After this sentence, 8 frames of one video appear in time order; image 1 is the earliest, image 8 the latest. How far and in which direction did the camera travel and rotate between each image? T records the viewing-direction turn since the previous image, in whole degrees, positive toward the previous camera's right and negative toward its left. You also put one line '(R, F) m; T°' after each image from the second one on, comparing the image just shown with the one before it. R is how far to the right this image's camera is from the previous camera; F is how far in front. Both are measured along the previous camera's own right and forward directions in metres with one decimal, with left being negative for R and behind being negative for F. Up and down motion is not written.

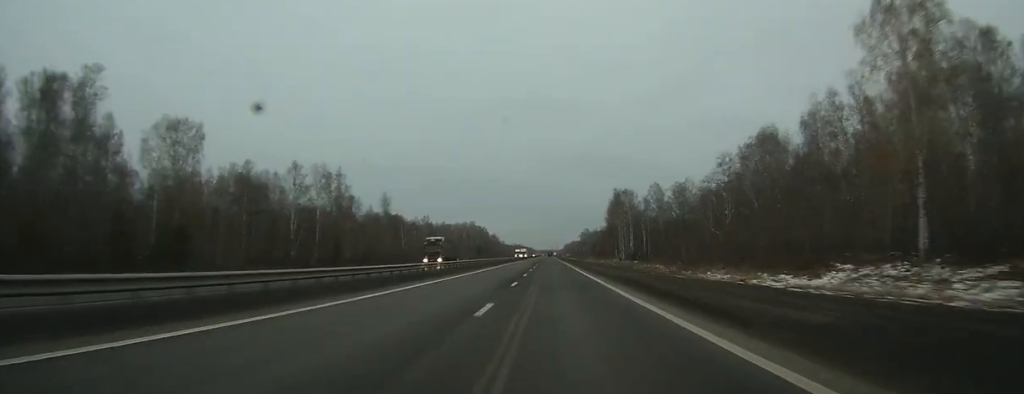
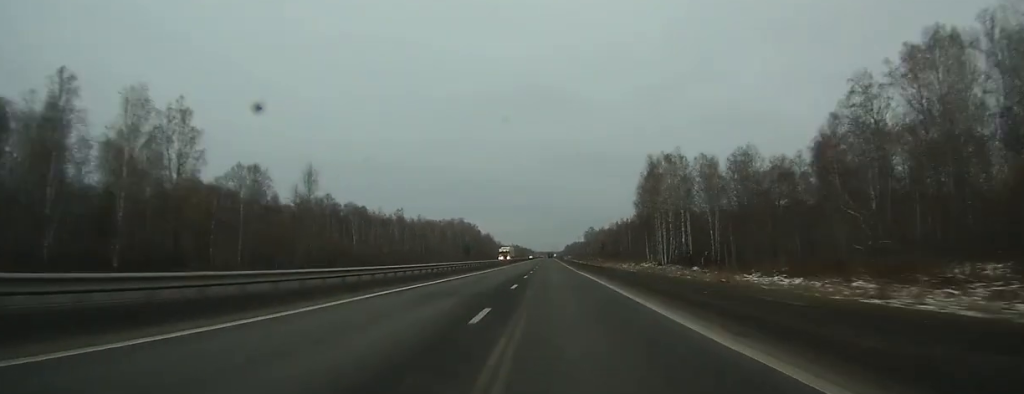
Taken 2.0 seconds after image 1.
(0.0, +61.5) m; 0°
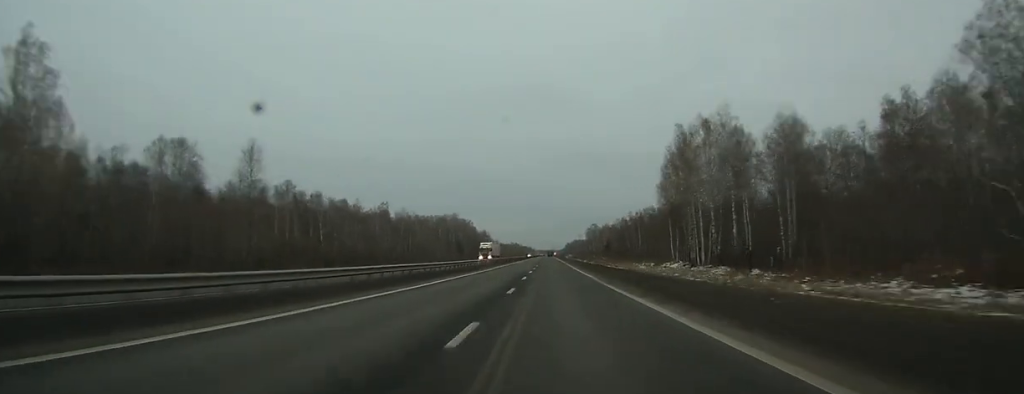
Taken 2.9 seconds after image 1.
(+0.1, +26.8) m; 0°
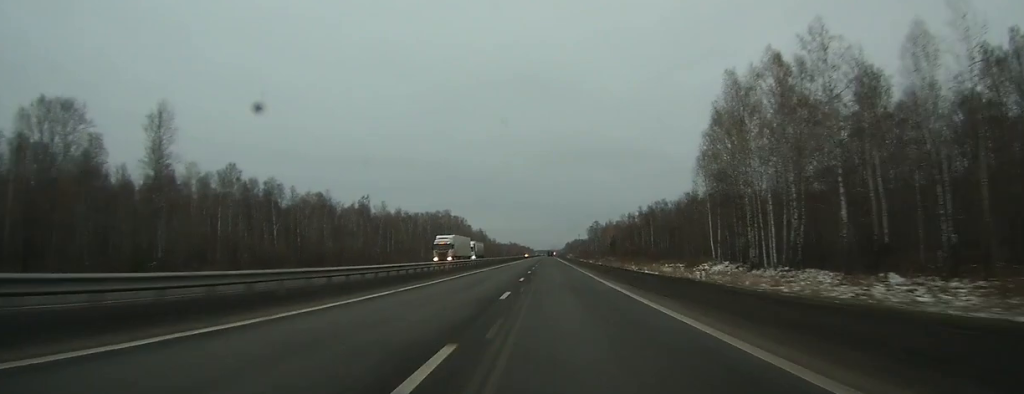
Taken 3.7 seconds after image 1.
(+0.1, +26.8) m; 0°
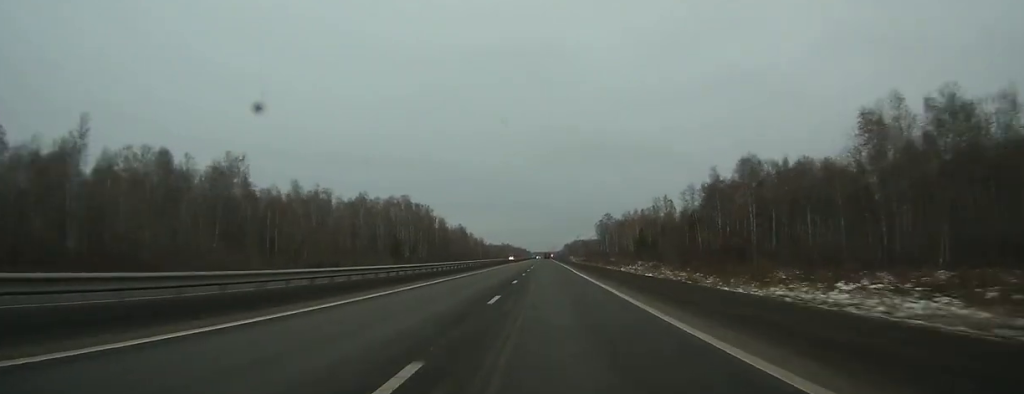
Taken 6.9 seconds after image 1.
(-0.4, +97.7) m; 0°
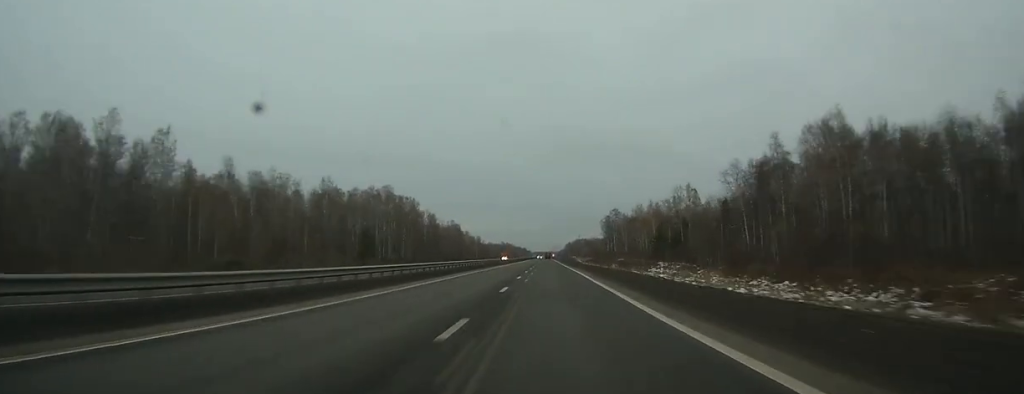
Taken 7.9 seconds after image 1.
(0.0, +31.3) m; 0°
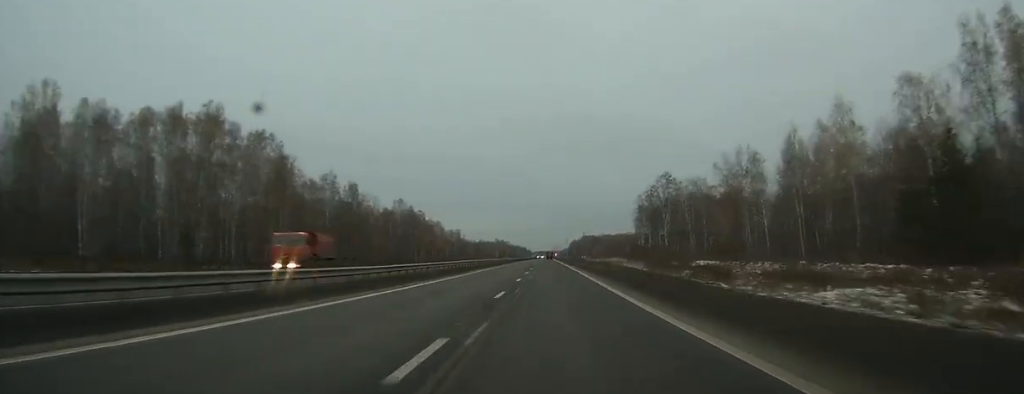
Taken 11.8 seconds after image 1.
(-0.5, +123.3) m; 0°
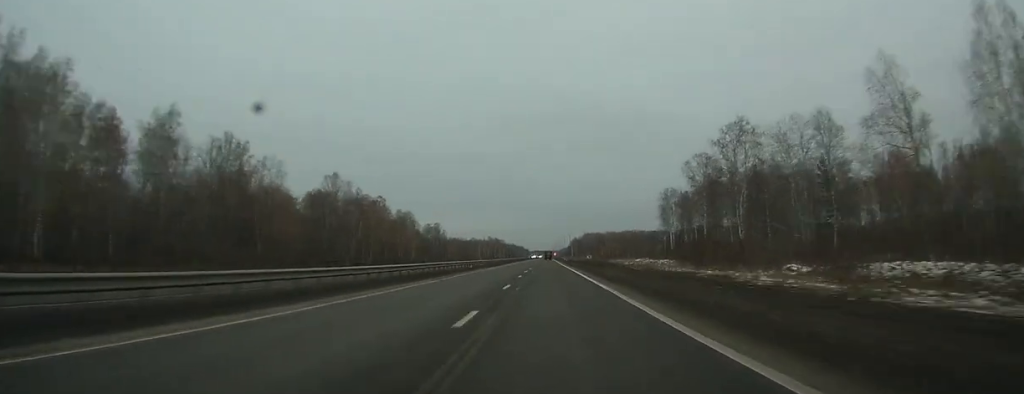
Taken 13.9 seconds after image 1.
(+0.1, +67.3) m; 0°
